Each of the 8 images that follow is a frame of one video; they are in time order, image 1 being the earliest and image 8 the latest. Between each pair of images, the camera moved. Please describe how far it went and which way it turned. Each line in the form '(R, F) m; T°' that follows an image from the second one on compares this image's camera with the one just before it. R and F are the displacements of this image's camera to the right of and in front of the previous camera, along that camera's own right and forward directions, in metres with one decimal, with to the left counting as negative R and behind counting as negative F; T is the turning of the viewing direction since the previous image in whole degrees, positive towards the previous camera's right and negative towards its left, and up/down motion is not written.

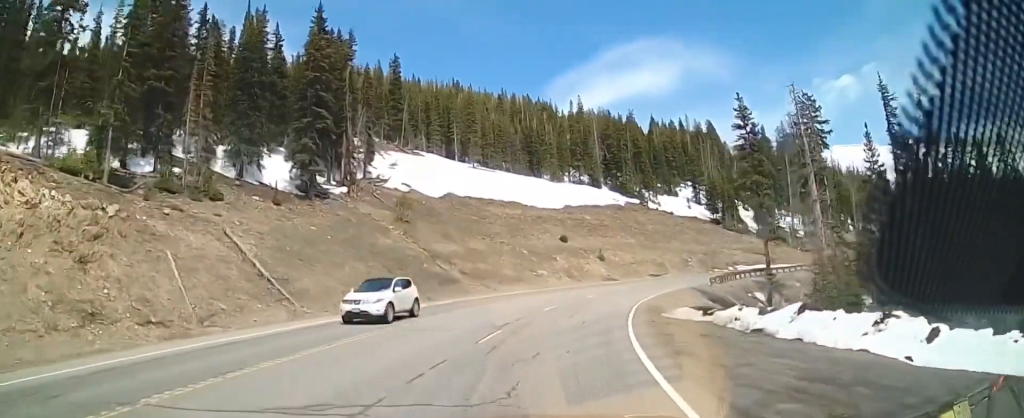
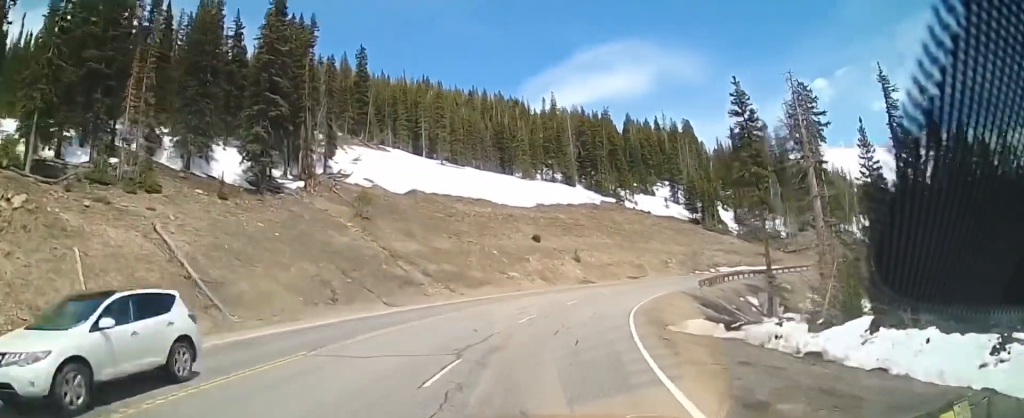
(-0.2, +6.3) m; +4°
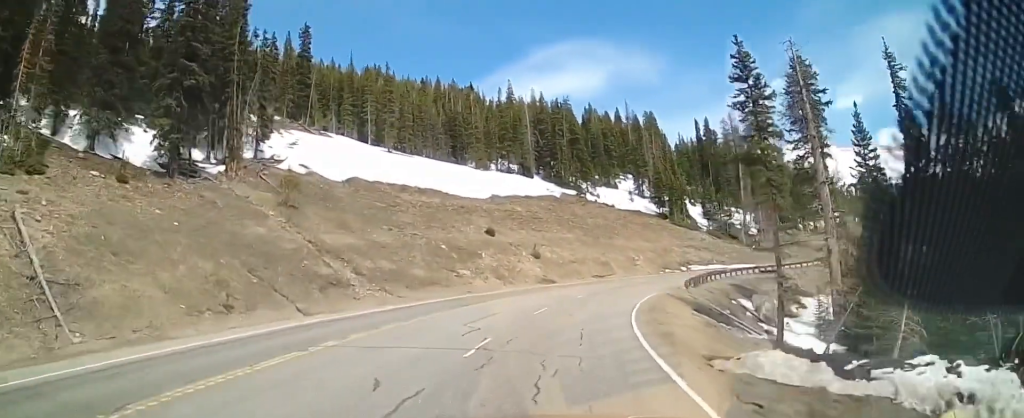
(+1.2, +9.7) m; +6°
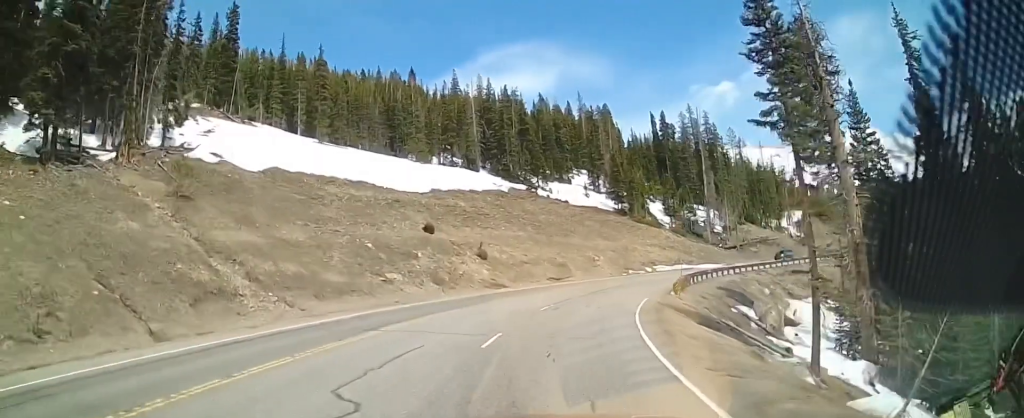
(+0.1, +11.1) m; +5°
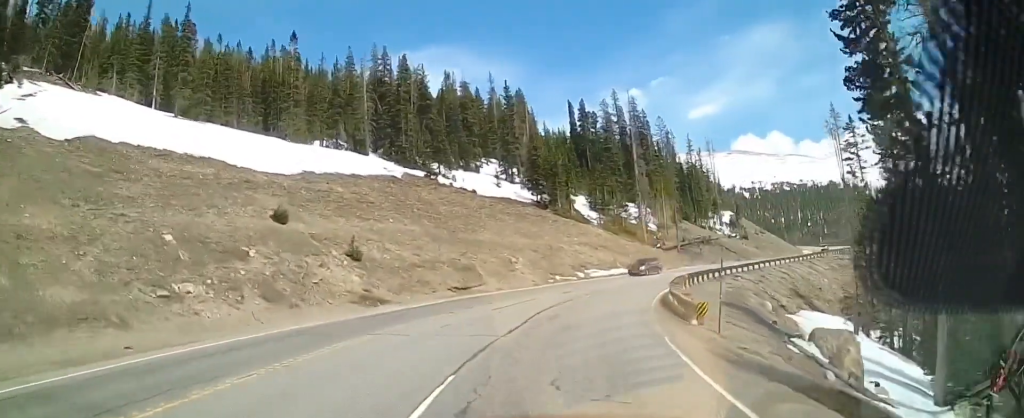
(+2.3, +19.7) m; +11°
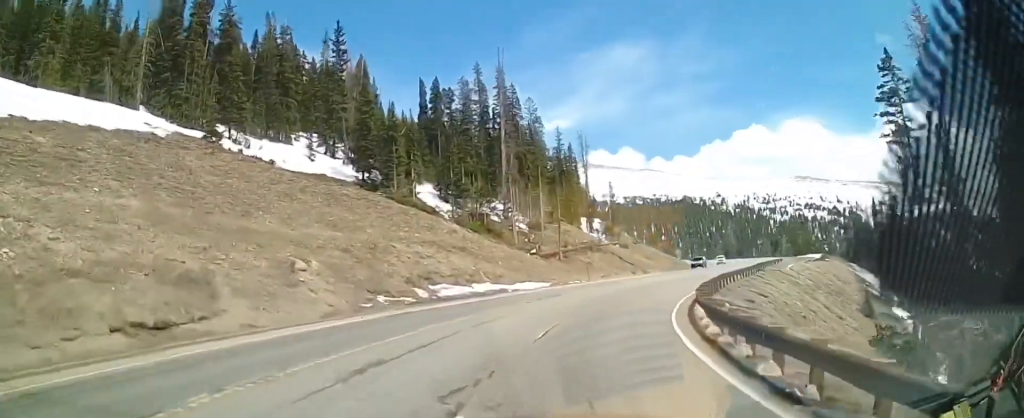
(+2.9, +28.2) m; +20°
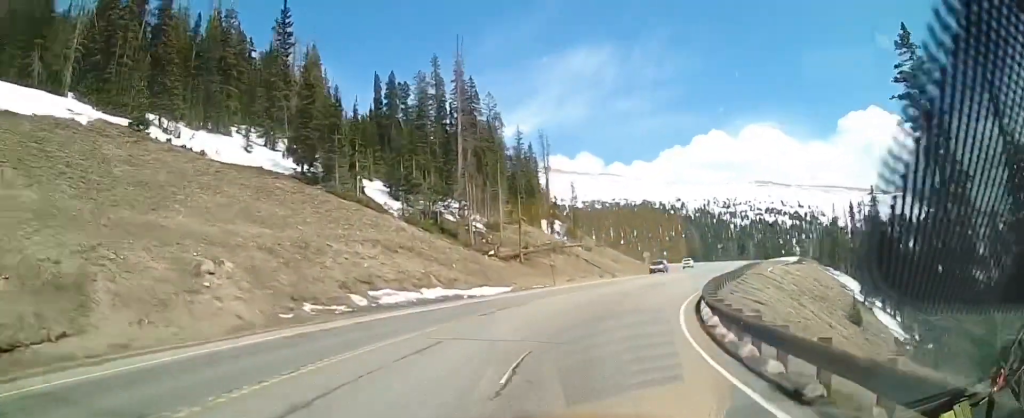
(+0.1, +6.5) m; +8°
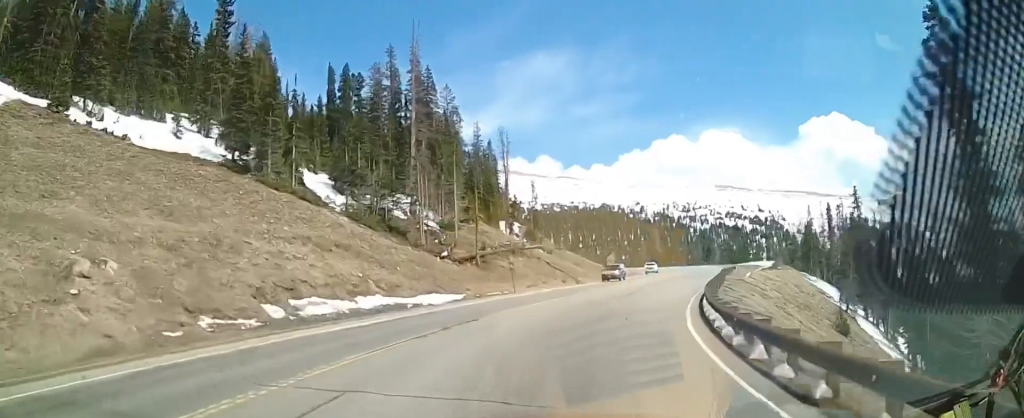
(+1.5, +7.2) m; +4°
